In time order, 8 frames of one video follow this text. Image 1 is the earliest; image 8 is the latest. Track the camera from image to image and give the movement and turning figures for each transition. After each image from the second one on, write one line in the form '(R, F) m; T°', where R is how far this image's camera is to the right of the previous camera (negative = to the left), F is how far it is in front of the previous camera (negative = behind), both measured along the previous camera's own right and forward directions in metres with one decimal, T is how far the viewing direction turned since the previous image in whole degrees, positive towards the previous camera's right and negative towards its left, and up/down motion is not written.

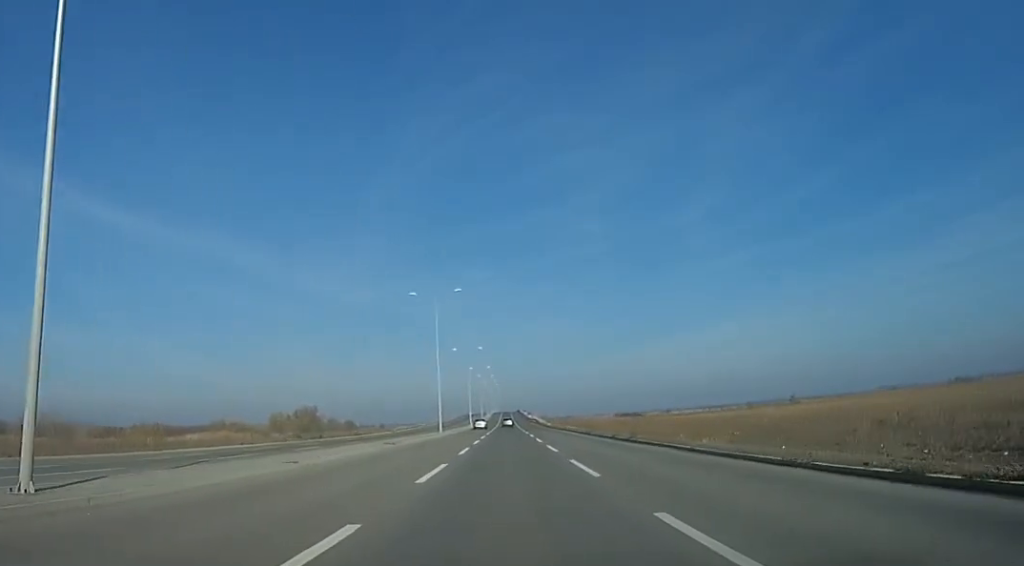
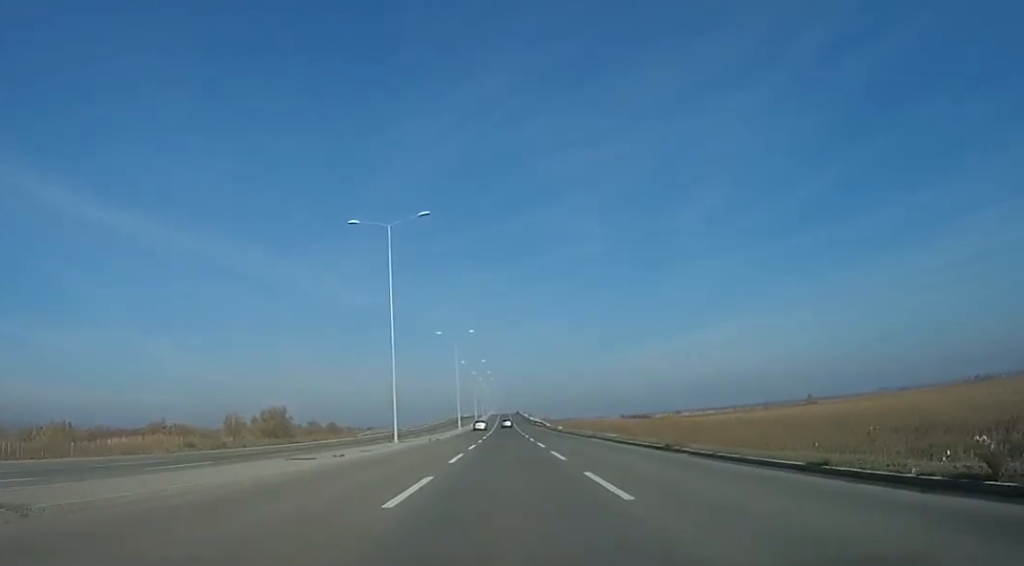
(+0.8, +23.2) m; +1°
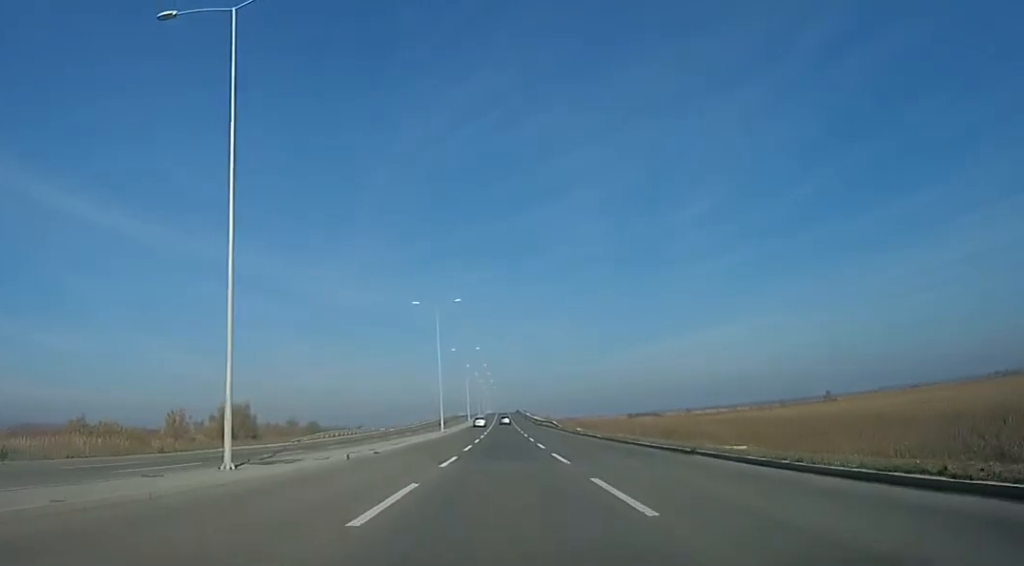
(-0.5, +21.9) m; -2°
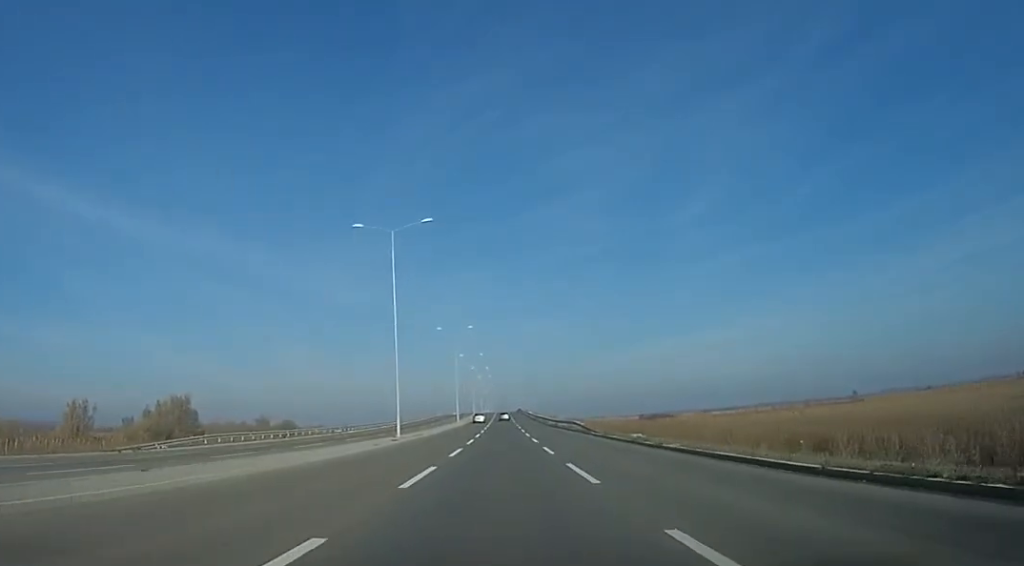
(-0.5, +26.1) m; +1°
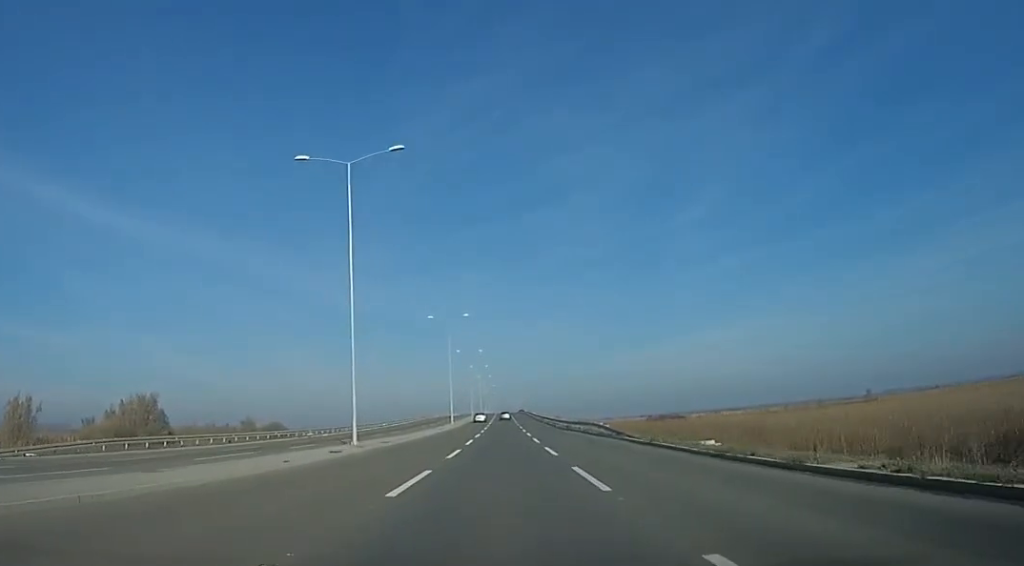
(+0.4, +11.2) m; 0°
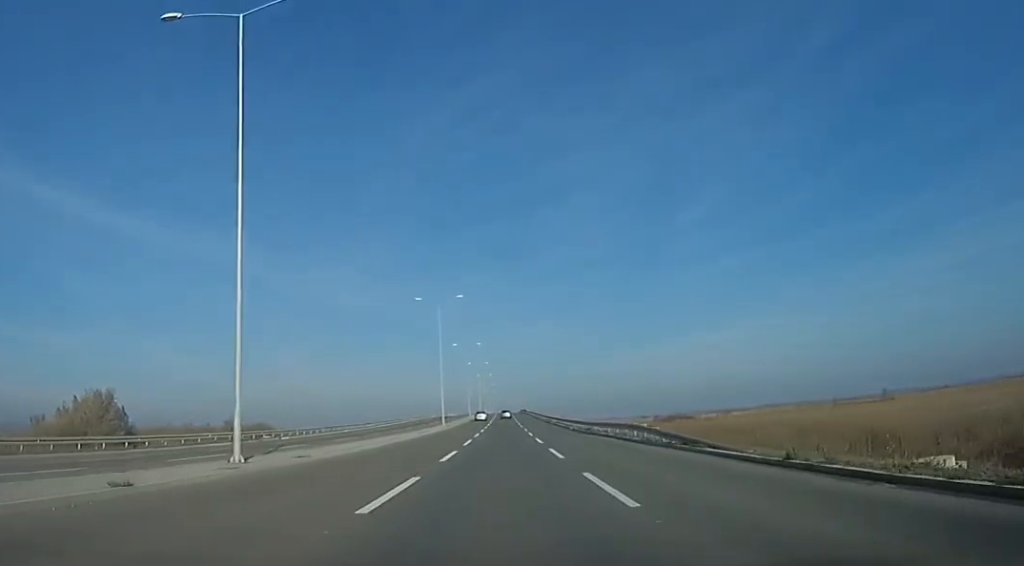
(+0.4, +12.0) m; 0°
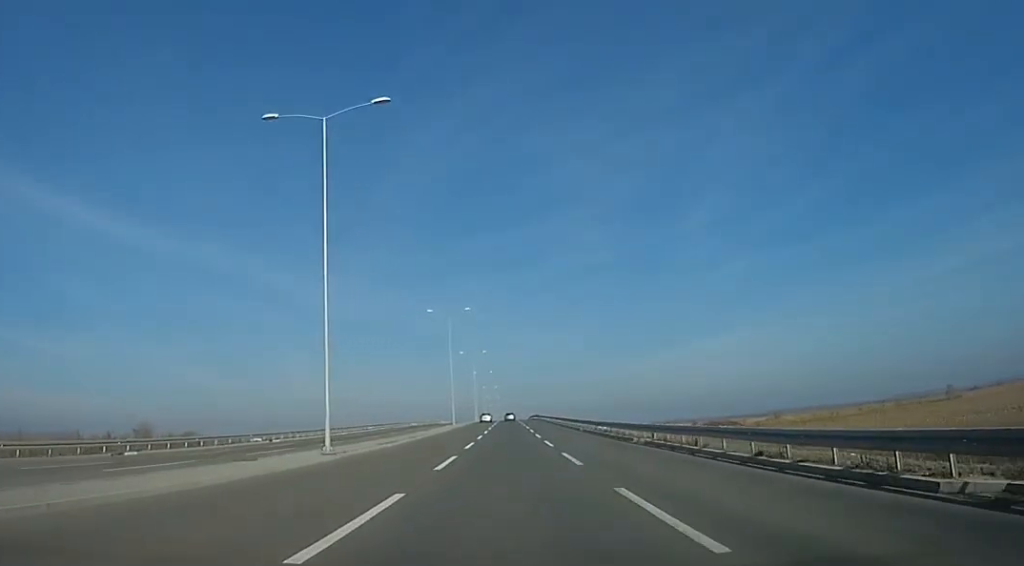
(0.0, +43.1) m; -1°
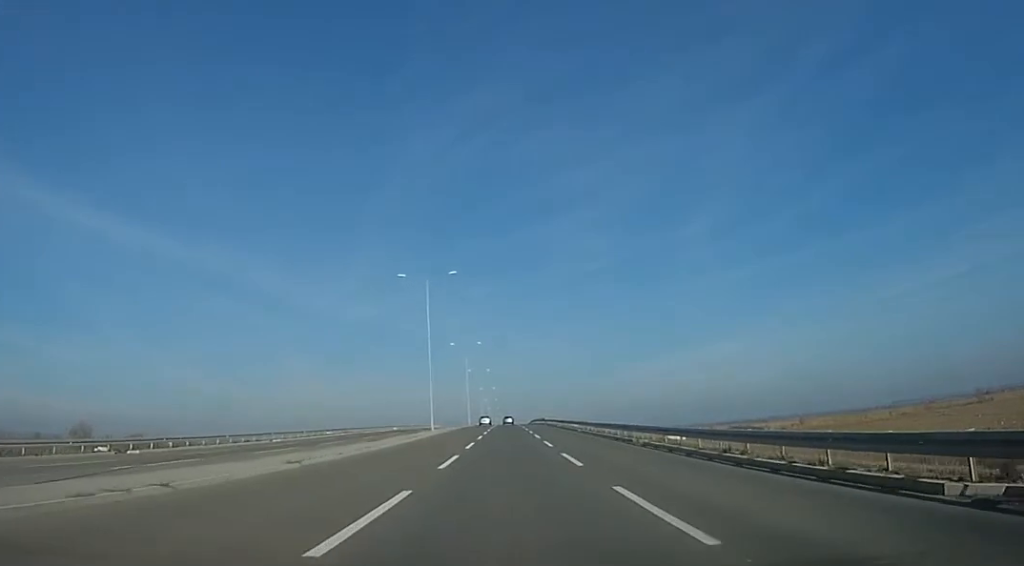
(-0.6, +19.6) m; 0°
